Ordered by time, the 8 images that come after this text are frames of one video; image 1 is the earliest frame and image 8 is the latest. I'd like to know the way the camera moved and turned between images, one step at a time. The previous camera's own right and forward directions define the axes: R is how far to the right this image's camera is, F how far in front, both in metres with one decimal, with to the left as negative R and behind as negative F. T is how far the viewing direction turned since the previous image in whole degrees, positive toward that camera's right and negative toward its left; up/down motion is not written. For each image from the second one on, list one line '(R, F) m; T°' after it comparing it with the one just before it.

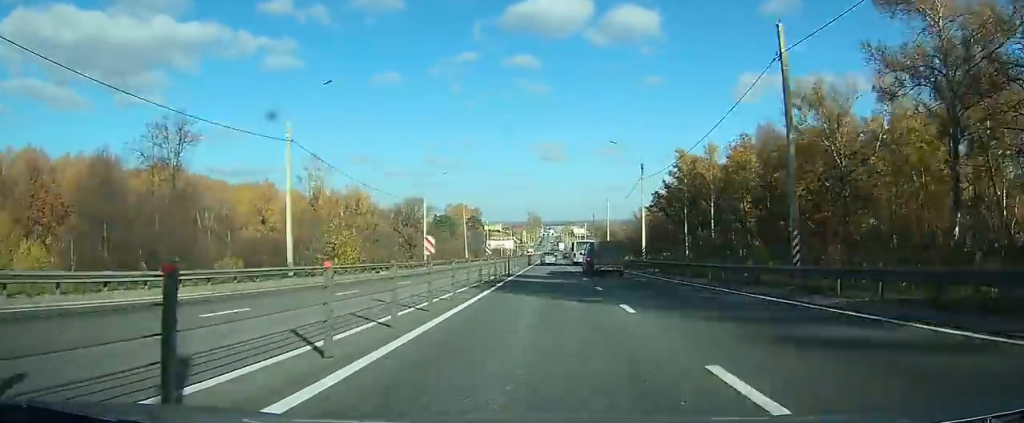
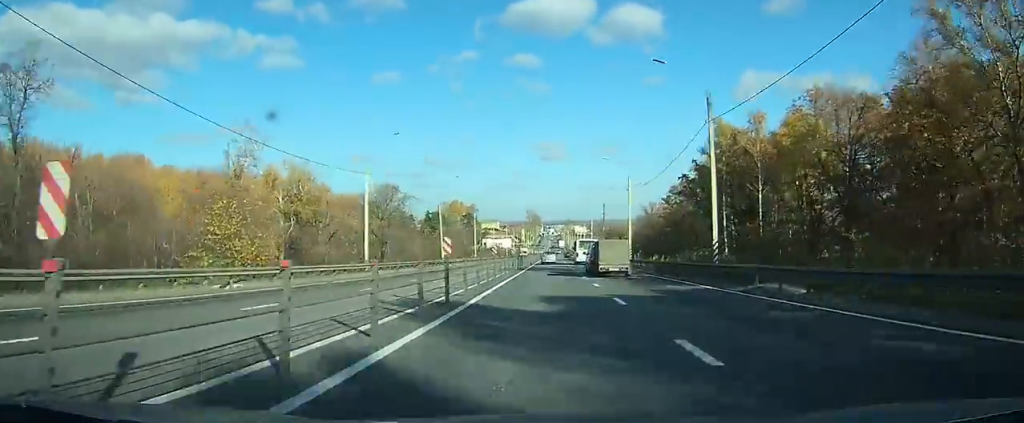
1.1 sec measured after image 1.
(0.0, +23.1) m; 0°
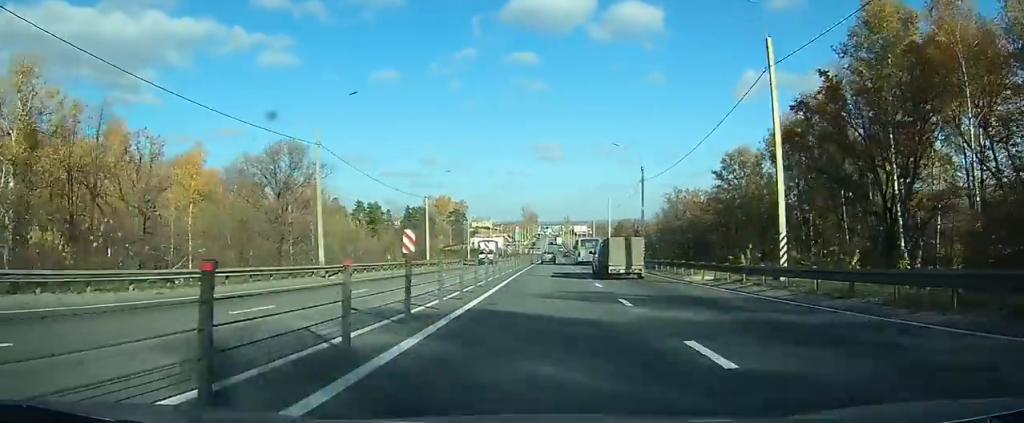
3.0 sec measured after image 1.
(0.0, +41.1) m; 0°
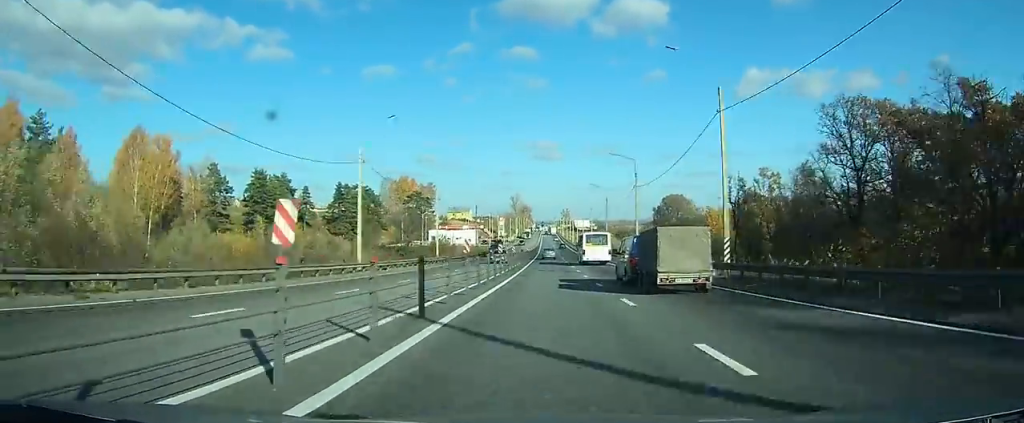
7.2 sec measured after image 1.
(+0.3, +85.6) m; 0°
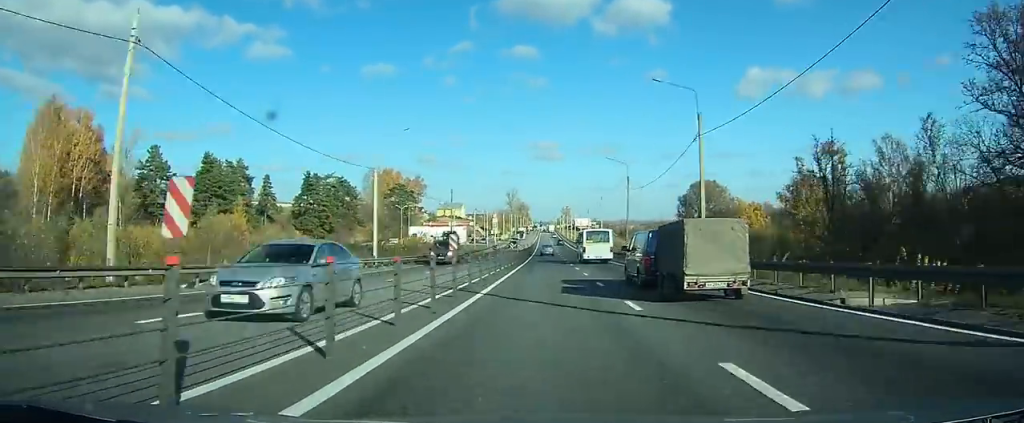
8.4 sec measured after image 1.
(0.0, +25.3) m; 0°
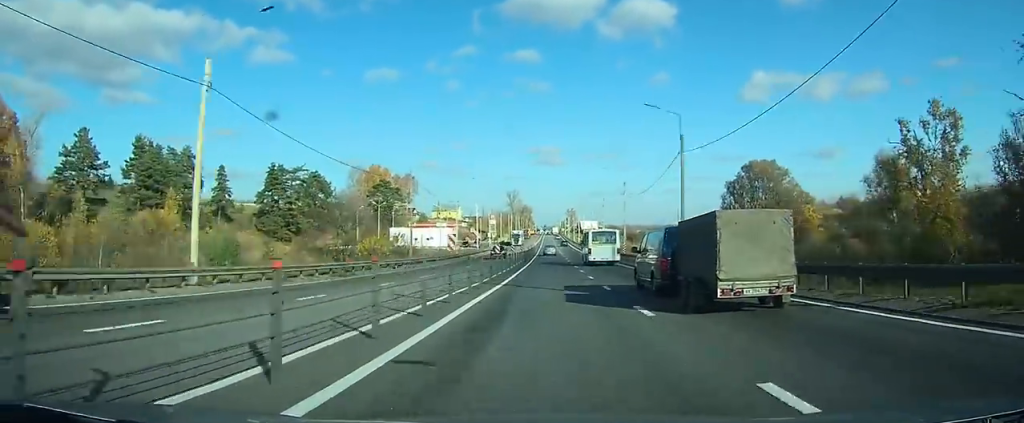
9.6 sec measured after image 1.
(0.0, +26.2) m; 0°
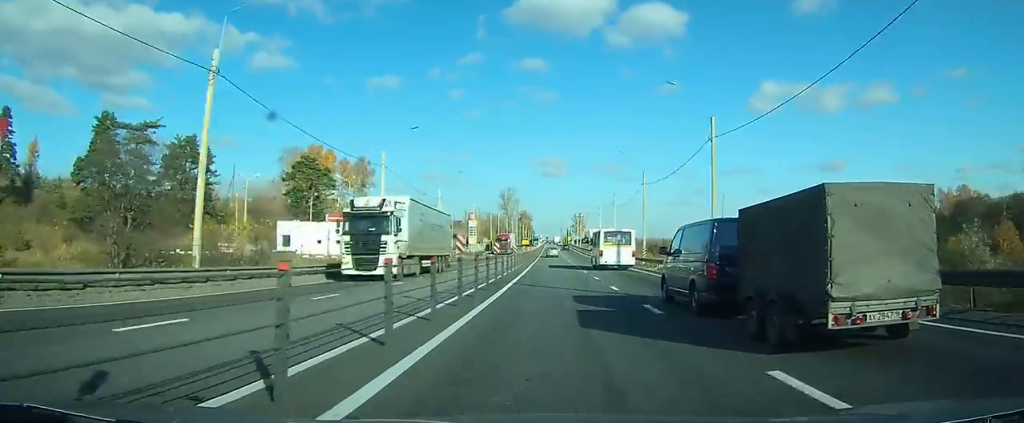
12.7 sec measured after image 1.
(0.0, +65.4) m; 0°
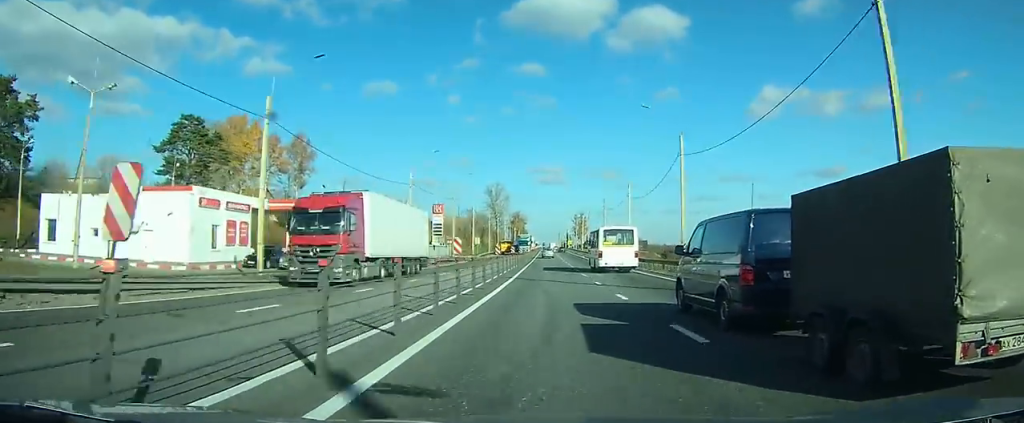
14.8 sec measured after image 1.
(0.0, +43.2) m; 0°
